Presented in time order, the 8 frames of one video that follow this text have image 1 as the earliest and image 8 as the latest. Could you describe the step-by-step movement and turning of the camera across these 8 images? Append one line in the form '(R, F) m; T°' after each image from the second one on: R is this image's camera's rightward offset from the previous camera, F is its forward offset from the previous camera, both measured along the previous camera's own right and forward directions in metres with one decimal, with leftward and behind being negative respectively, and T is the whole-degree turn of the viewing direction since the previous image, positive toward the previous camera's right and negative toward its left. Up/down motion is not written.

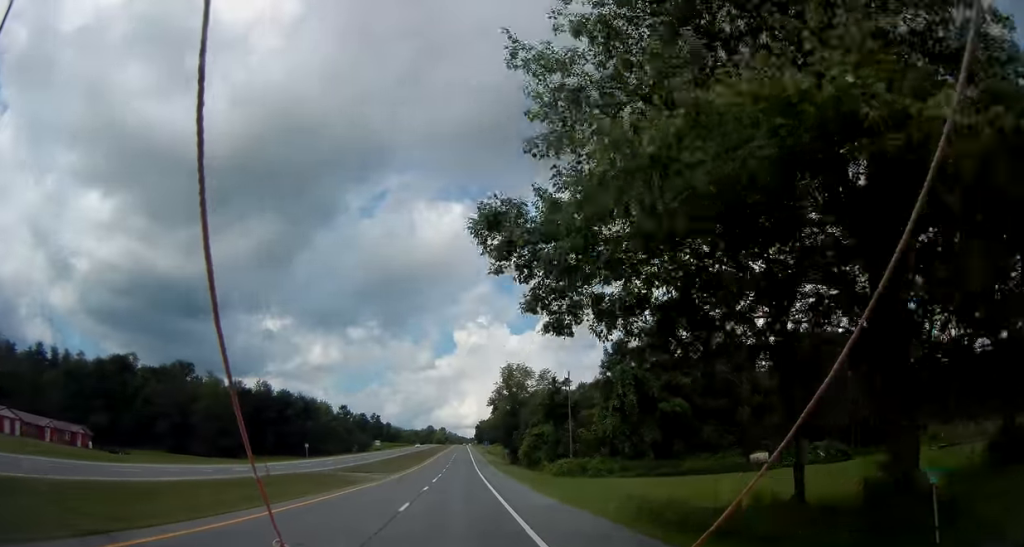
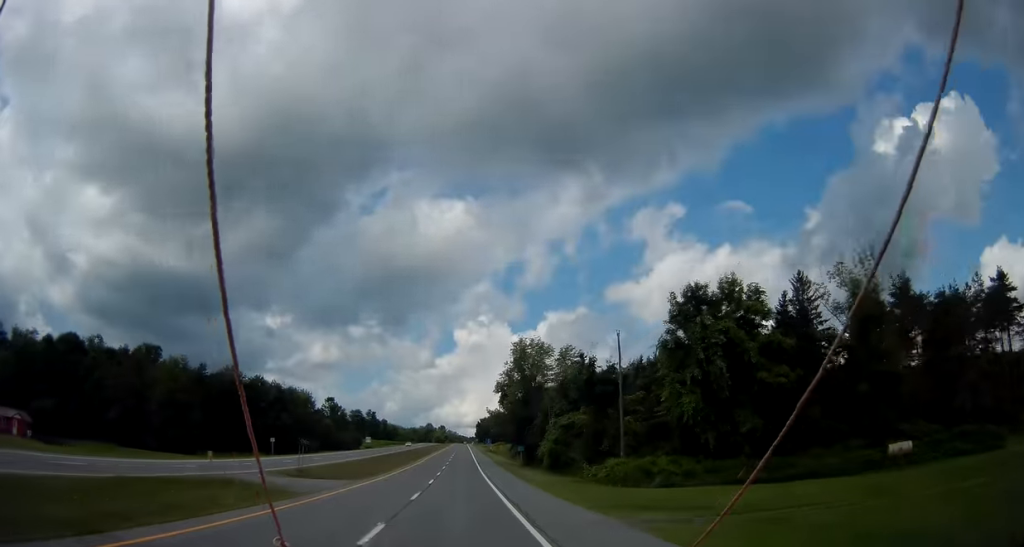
(+0.3, +19.4) m; 0°
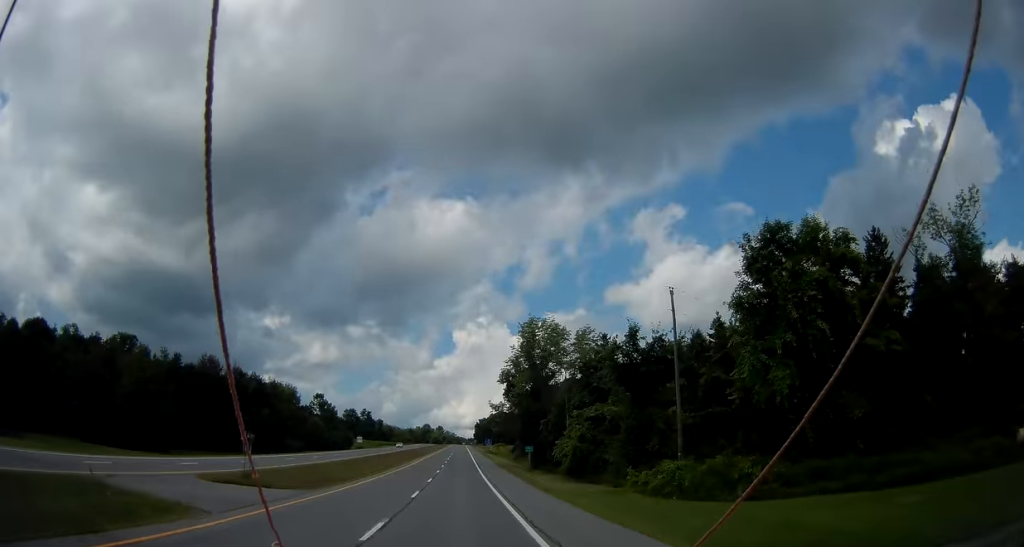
(-0.2, +11.5) m; 0°
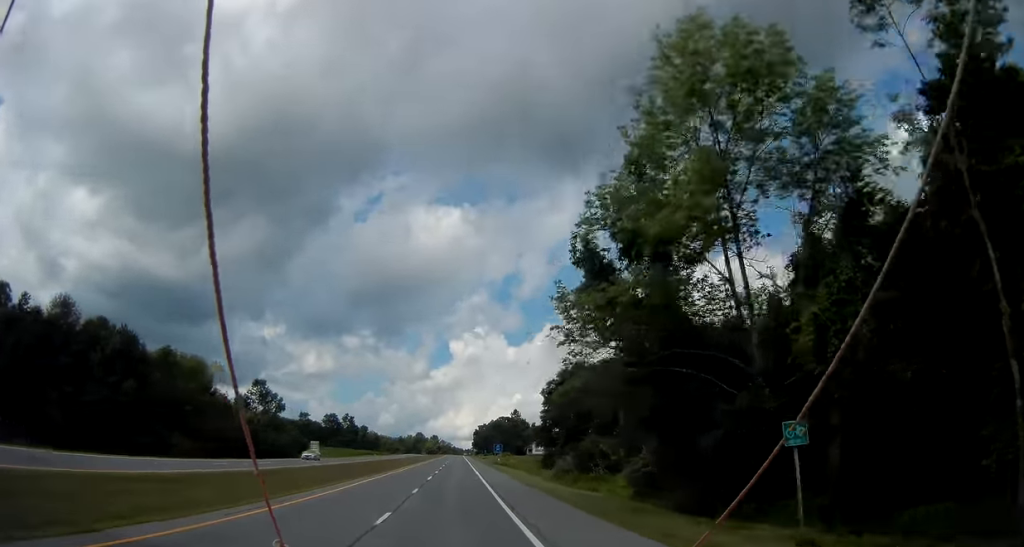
(-0.2, +45.9) m; 0°
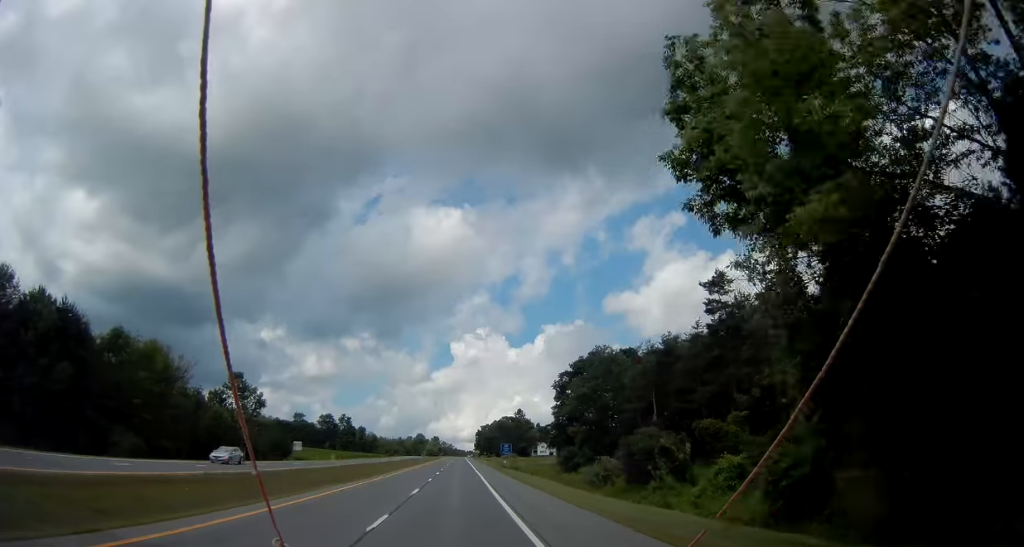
(+0.1, +12.8) m; 0°
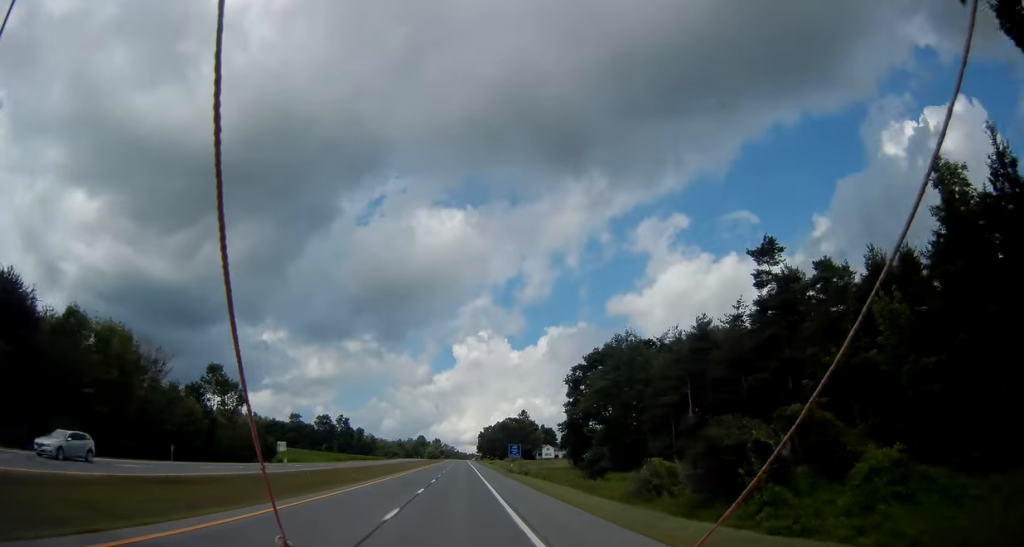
(+0.1, +9.9) m; +1°
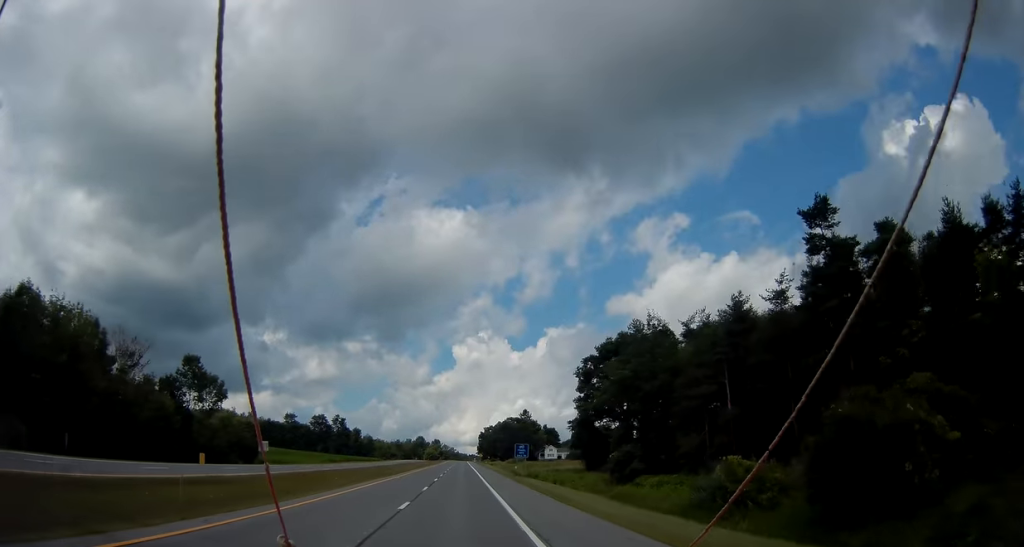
(0.0, +8.5) m; 0°
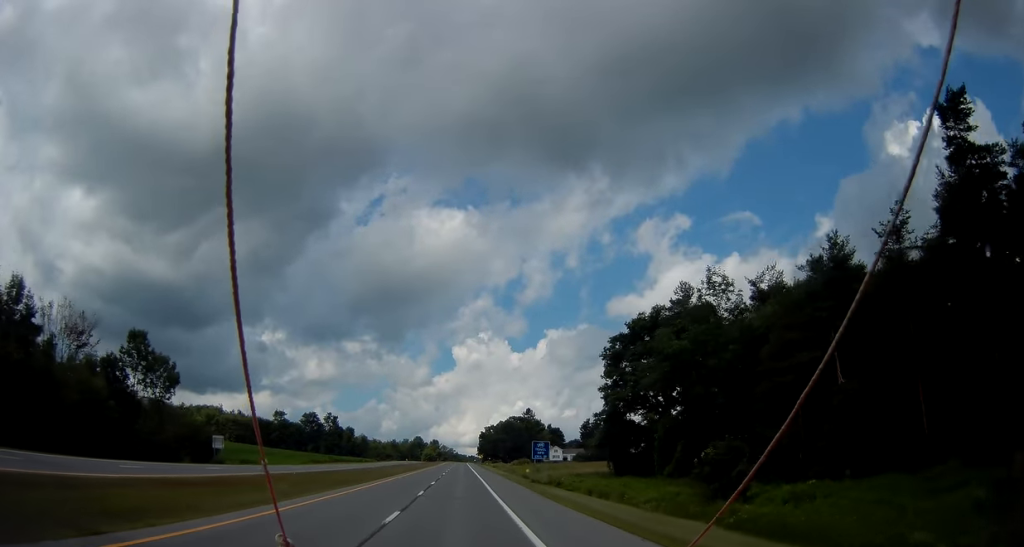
(0.0, +15.6) m; 0°
